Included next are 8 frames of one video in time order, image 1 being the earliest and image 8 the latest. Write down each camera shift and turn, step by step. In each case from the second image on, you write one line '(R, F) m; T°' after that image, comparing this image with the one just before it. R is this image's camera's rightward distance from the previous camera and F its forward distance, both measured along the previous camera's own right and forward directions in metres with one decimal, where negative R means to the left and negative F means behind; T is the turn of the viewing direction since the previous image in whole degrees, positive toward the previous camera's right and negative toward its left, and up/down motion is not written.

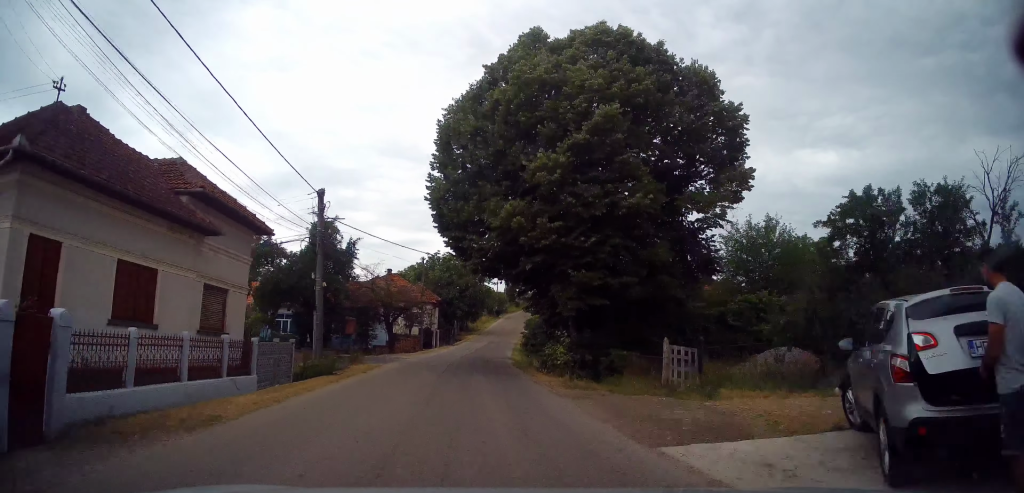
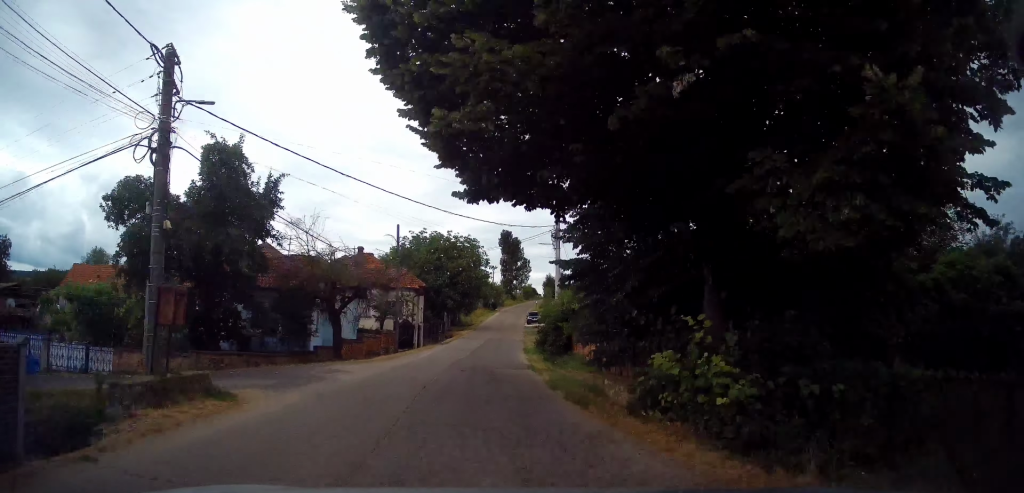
(+0.3, +13.0) m; +1°
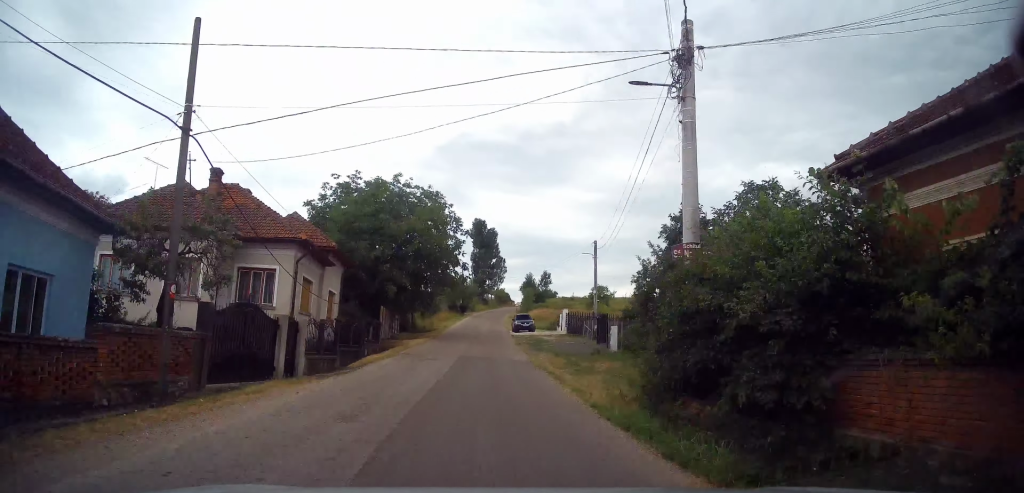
(+0.4, +23.2) m; +3°
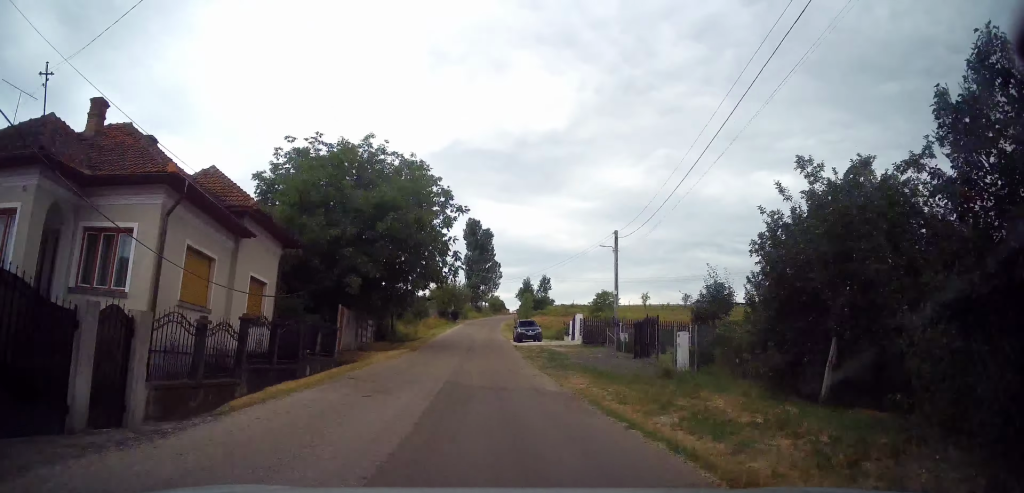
(0.0, +8.4) m; +2°
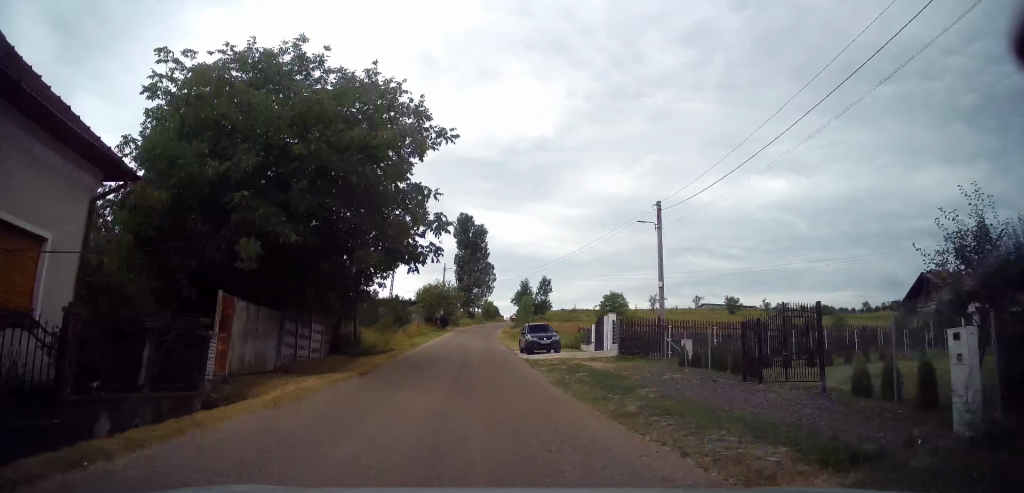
(+0.4, +10.5) m; +2°
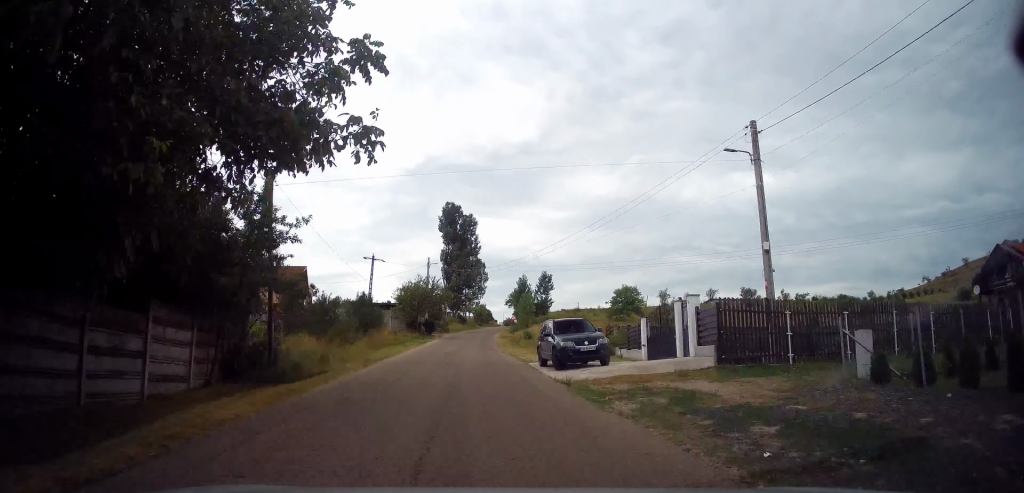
(+0.2, +11.6) m; +1°
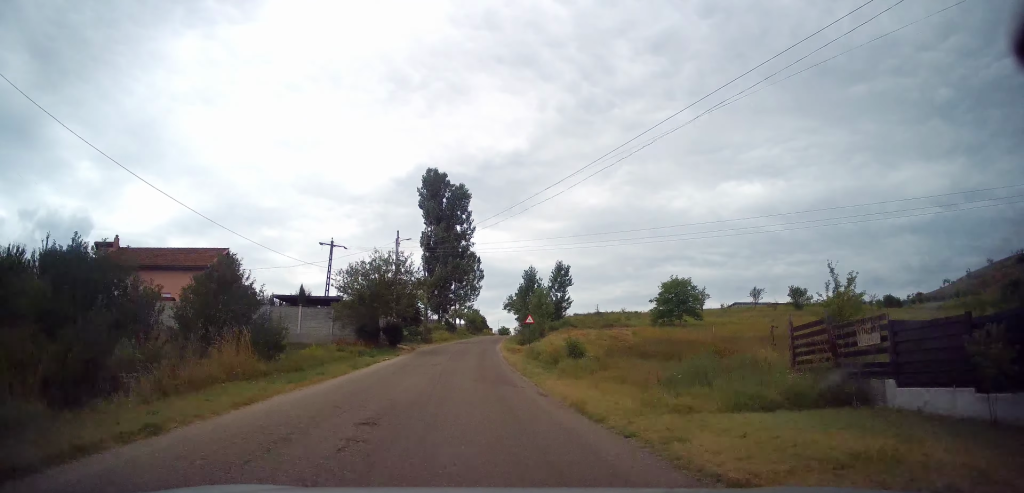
(+0.1, +20.5) m; 0°
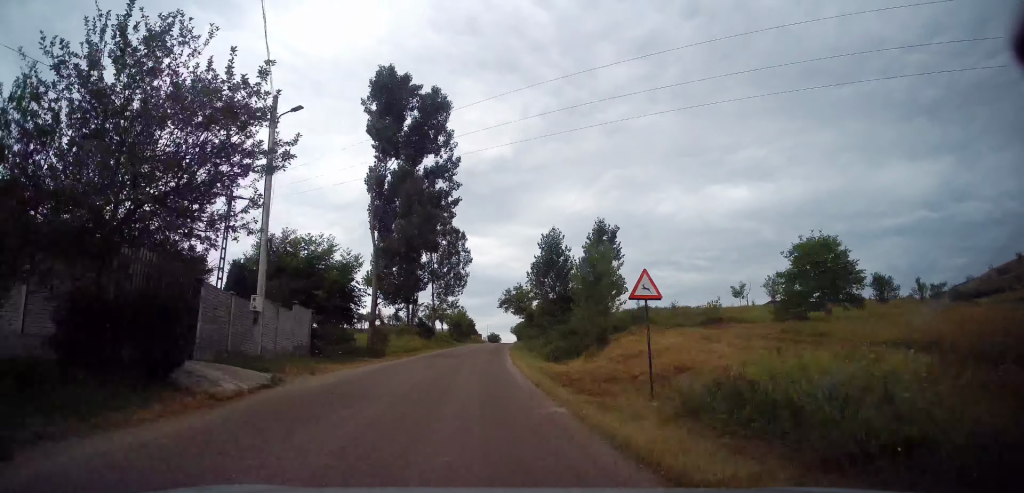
(0.0, +24.1) m; +1°
